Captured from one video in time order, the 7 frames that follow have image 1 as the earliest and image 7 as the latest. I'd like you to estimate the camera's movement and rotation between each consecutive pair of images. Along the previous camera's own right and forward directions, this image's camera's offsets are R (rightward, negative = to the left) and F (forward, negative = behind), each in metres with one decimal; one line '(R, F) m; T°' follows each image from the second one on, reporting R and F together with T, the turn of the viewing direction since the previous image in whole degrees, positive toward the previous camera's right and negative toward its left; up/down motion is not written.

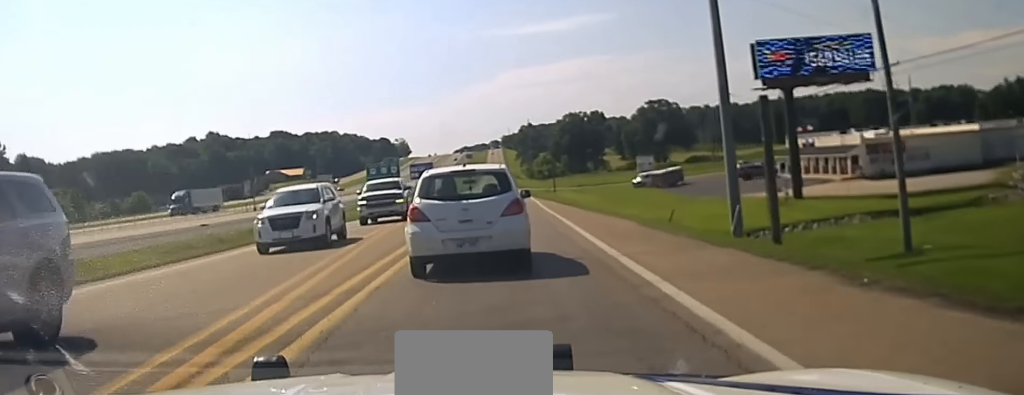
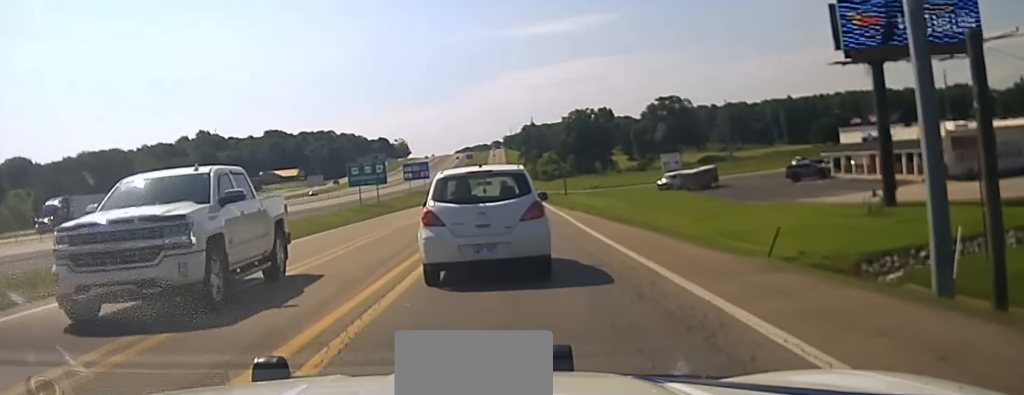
(-0.1, +17.8) m; -1°
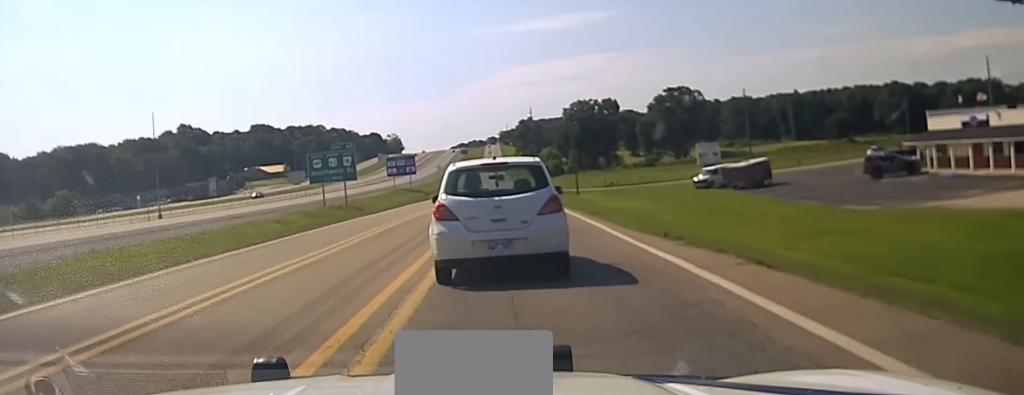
(-0.3, +21.3) m; -2°
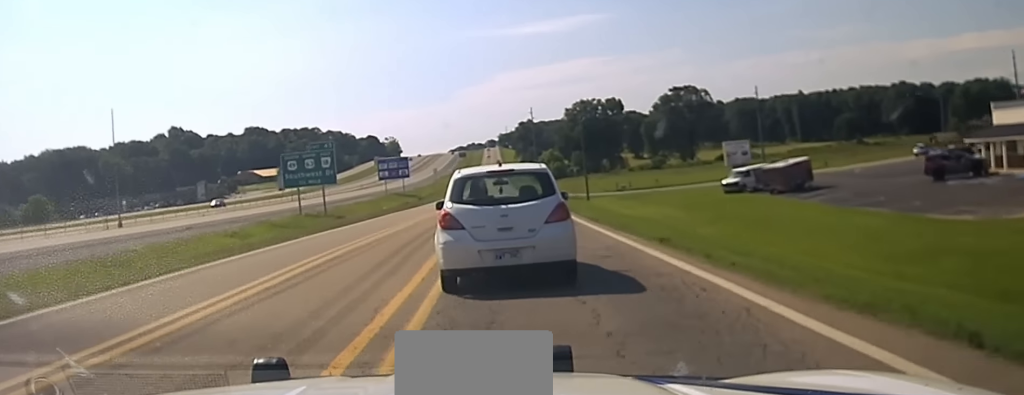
(-0.2, +10.6) m; 0°
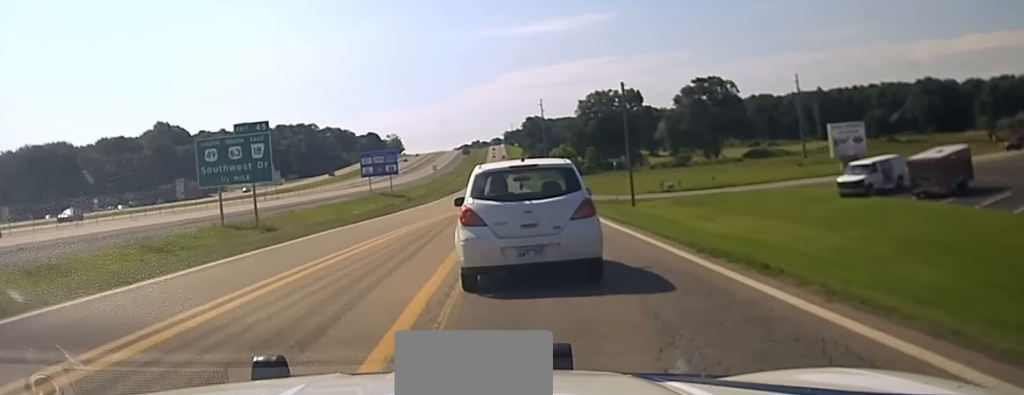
(+0.2, +26.5) m; +1°
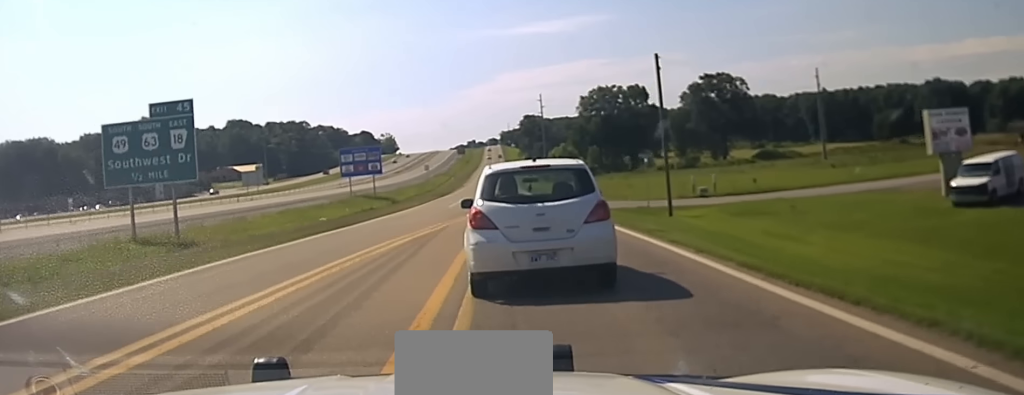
(+0.2, +14.8) m; 0°
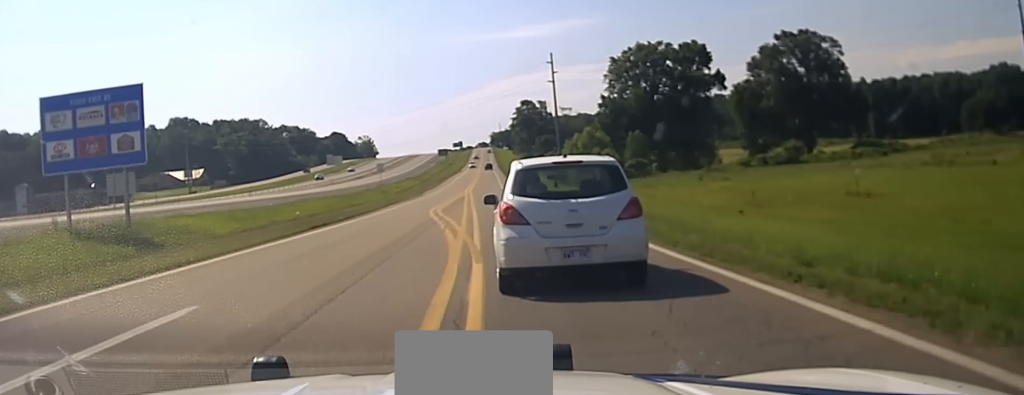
(+0.4, +79.6) m; +2°
